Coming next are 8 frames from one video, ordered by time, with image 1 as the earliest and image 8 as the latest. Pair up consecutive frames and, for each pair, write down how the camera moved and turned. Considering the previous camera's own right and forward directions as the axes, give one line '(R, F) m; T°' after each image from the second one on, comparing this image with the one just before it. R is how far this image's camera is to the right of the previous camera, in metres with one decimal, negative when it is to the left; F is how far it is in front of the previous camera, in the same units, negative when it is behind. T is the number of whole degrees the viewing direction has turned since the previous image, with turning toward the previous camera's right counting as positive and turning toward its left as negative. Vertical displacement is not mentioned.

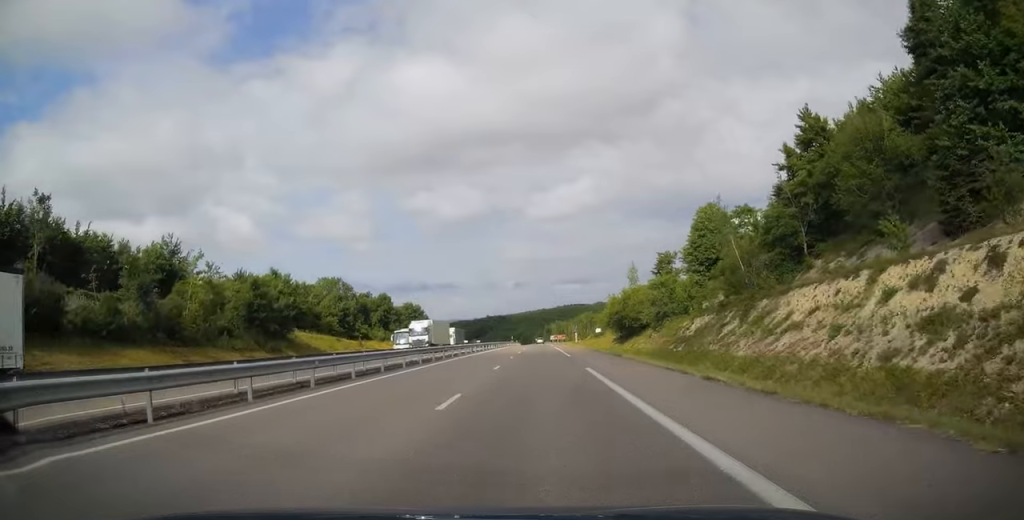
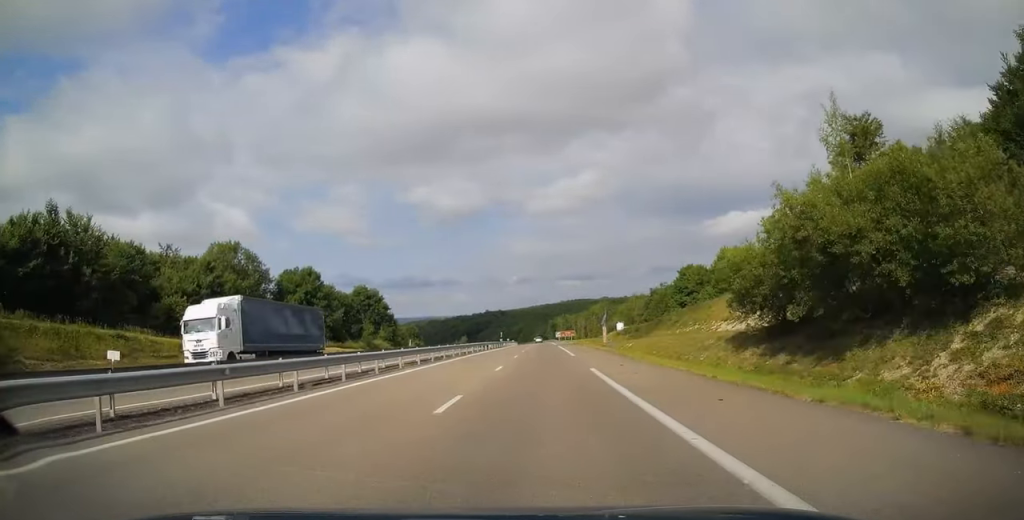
(+0.6, +53.2) m; +1°
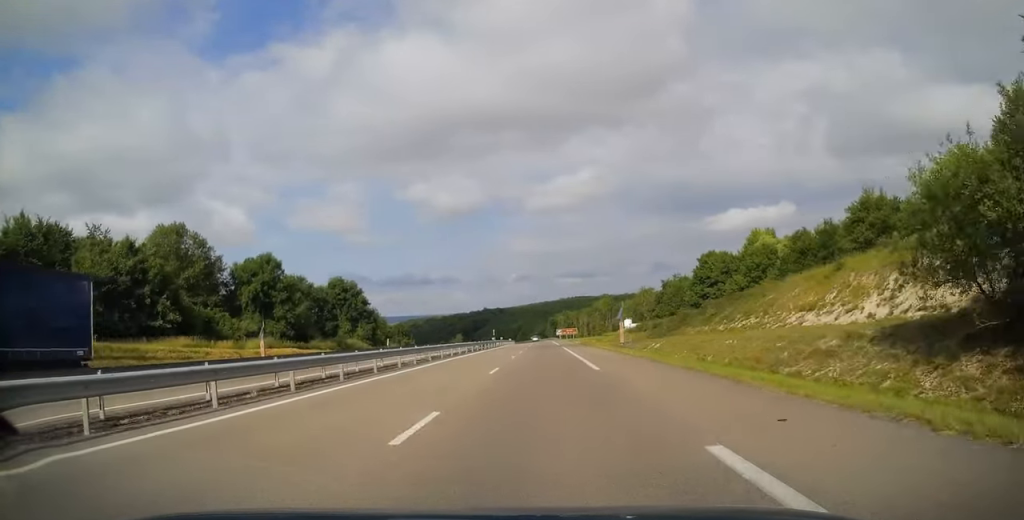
(-0.2, +16.3) m; 0°
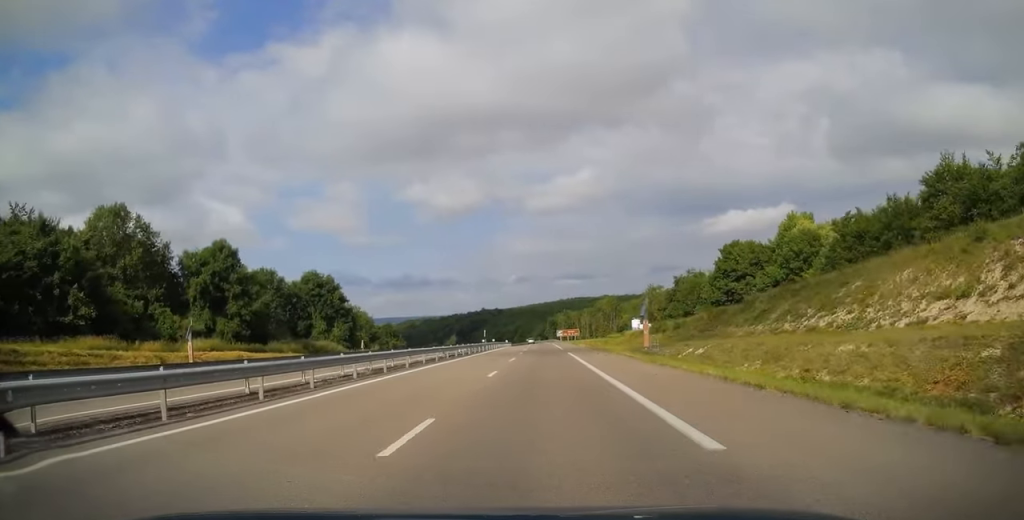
(-0.1, +13.8) m; 0°
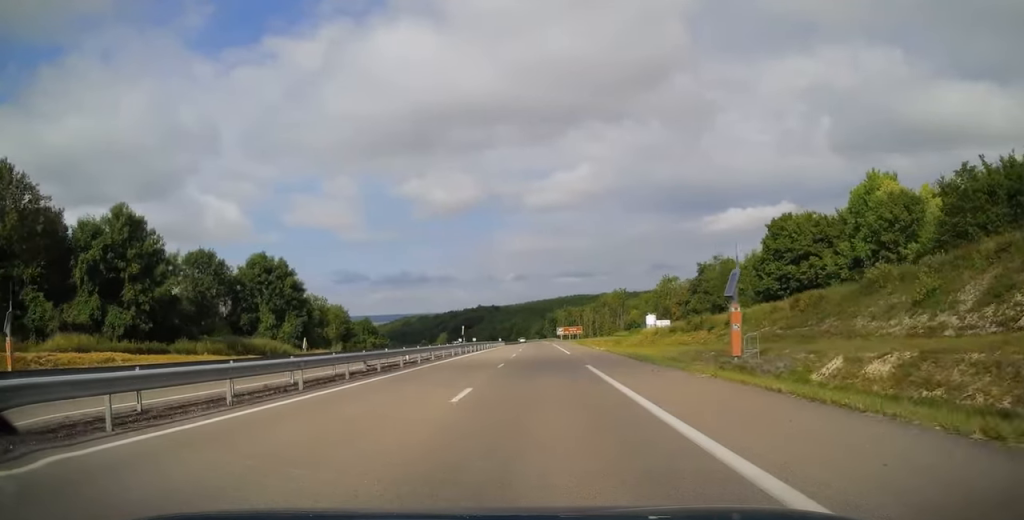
(-0.1, +20.7) m; 0°
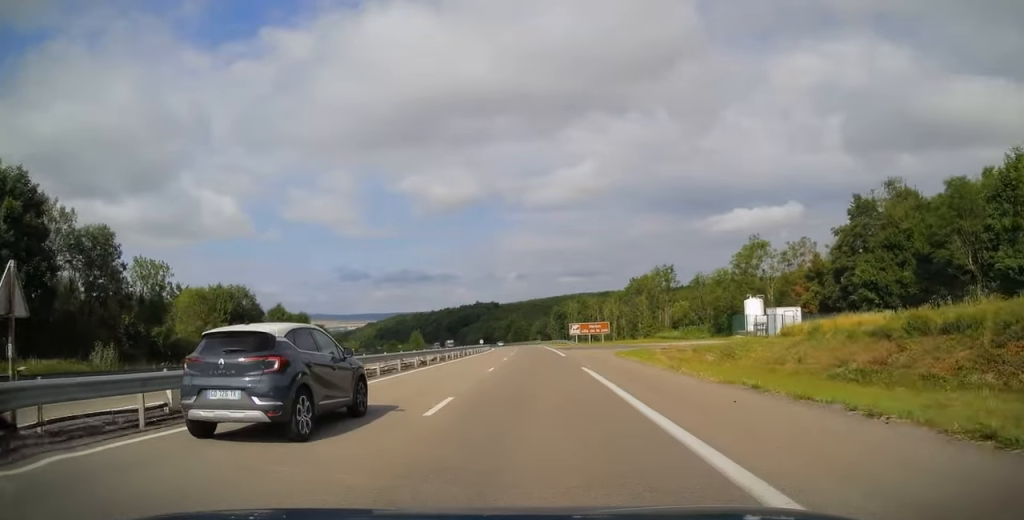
(0.0, +54.7) m; 0°
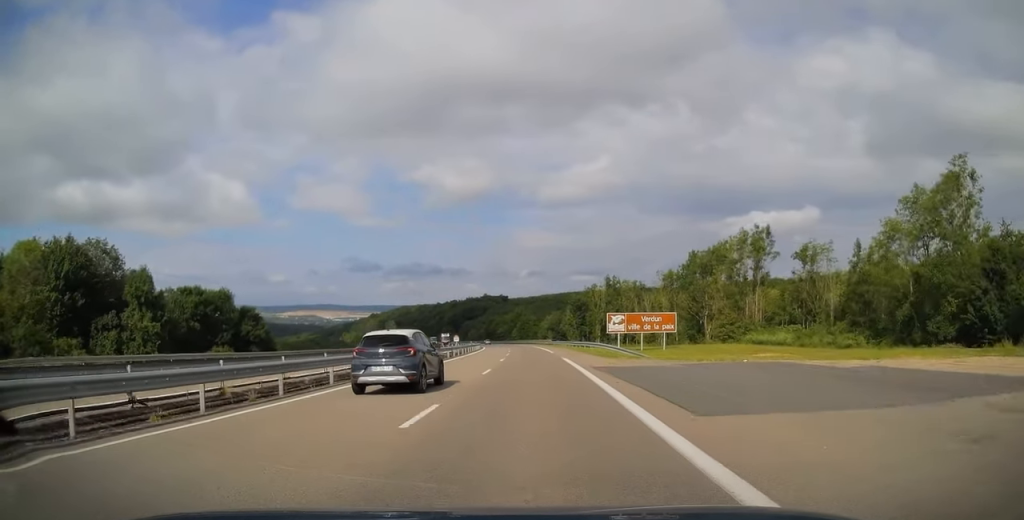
(-0.5, +41.0) m; -2°
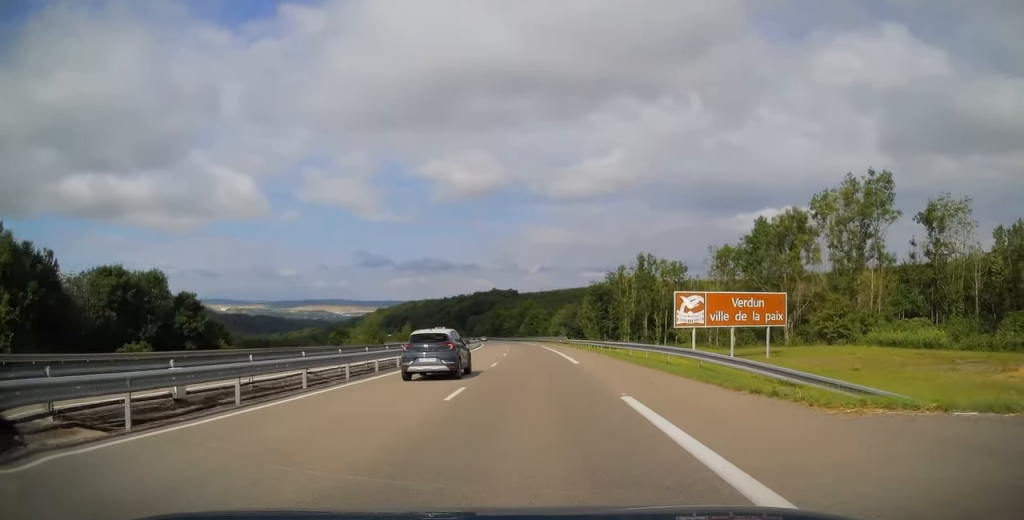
(-0.3, +22.8) m; -1°
